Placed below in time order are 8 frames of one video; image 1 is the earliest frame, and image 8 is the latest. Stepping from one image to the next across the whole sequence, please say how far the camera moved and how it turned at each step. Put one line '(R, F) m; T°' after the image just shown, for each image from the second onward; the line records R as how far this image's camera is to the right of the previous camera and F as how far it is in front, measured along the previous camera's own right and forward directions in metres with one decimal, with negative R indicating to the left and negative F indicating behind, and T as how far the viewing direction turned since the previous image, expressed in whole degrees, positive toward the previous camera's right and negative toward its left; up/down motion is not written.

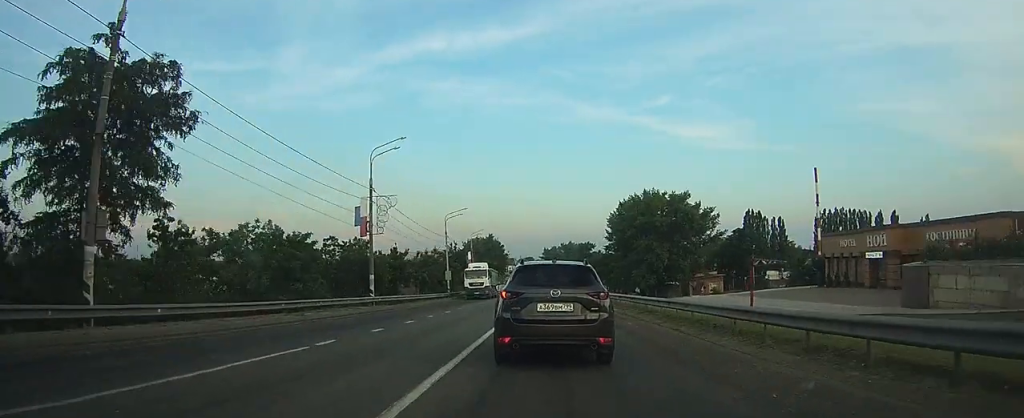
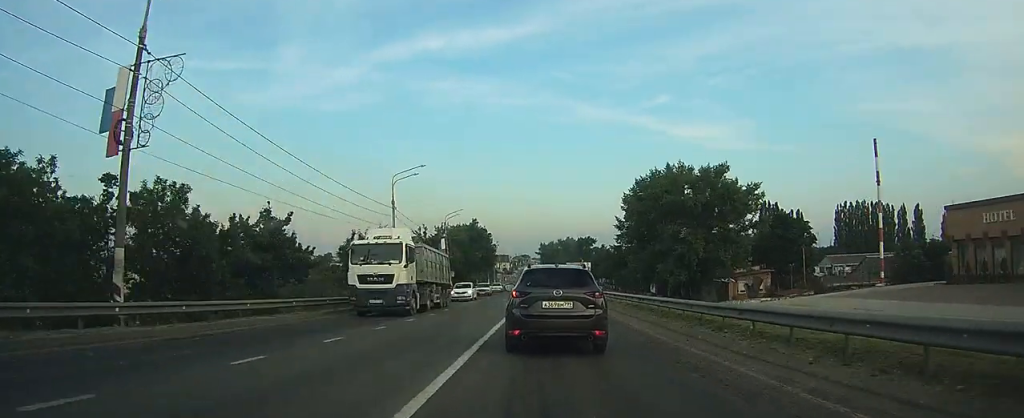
(-0.1, +22.9) m; 0°
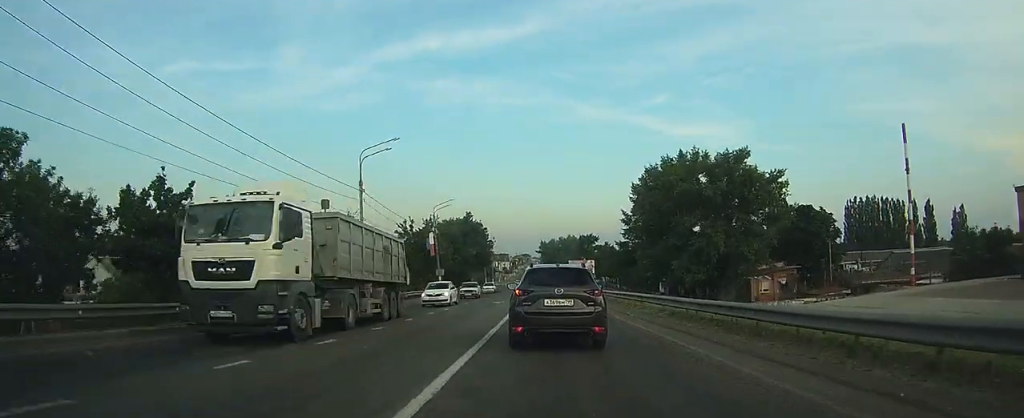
(0.0, +7.7) m; 0°
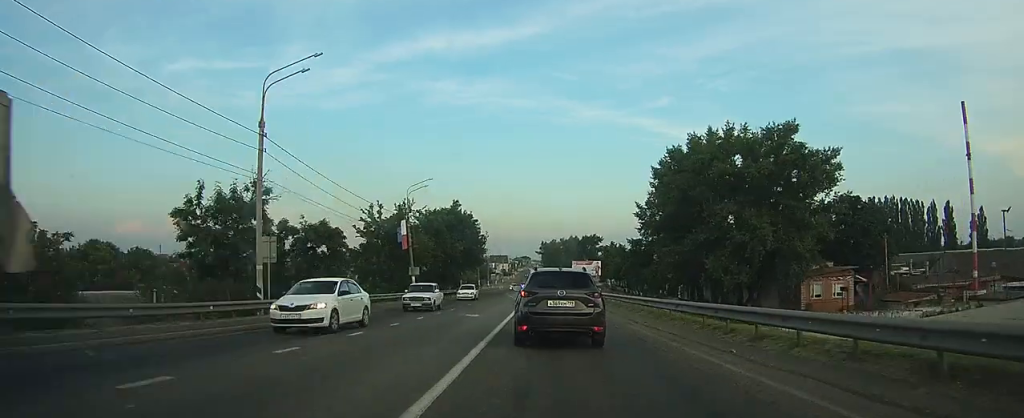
(0.0, +13.2) m; 0°
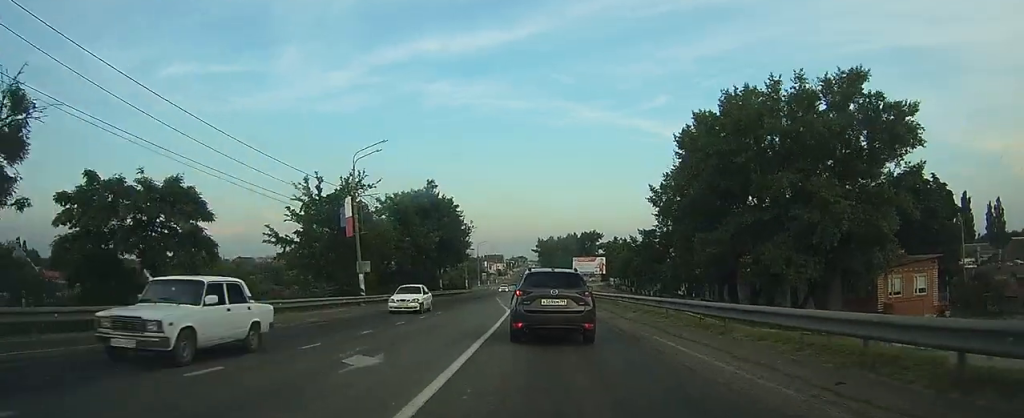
(+0.1, +14.3) m; +1°
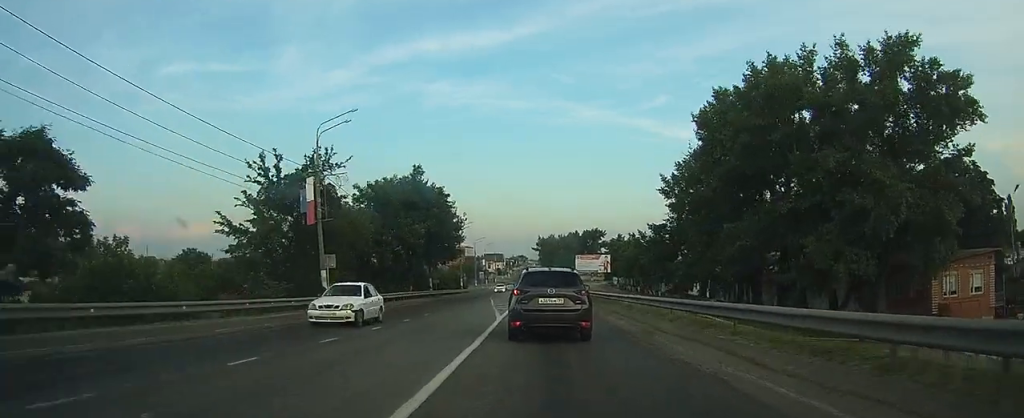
(0.0, +7.2) m; 0°
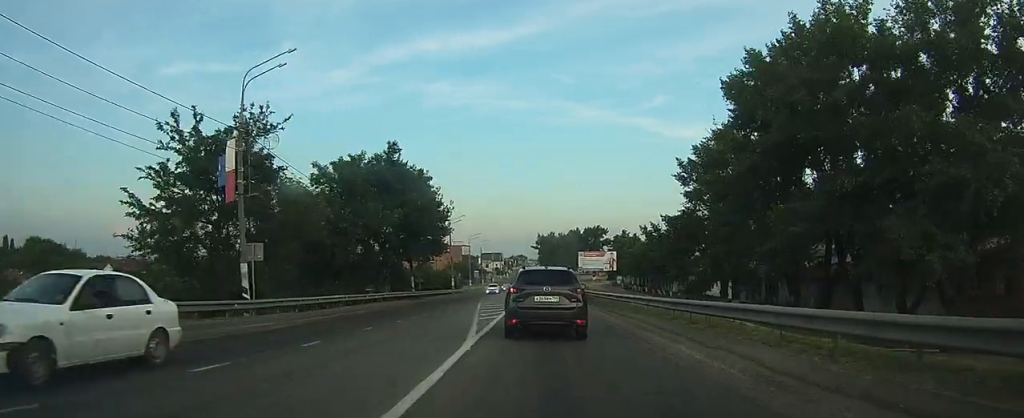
(0.0, +9.8) m; 0°
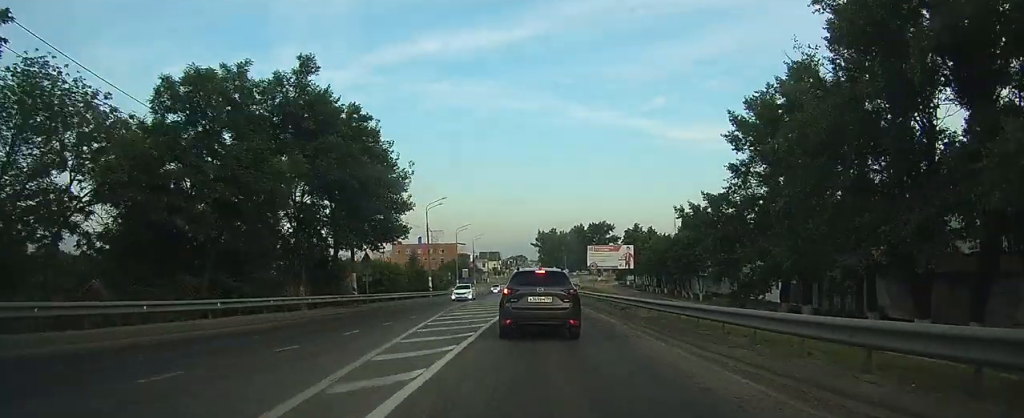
(-0.1, +22.5) m; 0°
